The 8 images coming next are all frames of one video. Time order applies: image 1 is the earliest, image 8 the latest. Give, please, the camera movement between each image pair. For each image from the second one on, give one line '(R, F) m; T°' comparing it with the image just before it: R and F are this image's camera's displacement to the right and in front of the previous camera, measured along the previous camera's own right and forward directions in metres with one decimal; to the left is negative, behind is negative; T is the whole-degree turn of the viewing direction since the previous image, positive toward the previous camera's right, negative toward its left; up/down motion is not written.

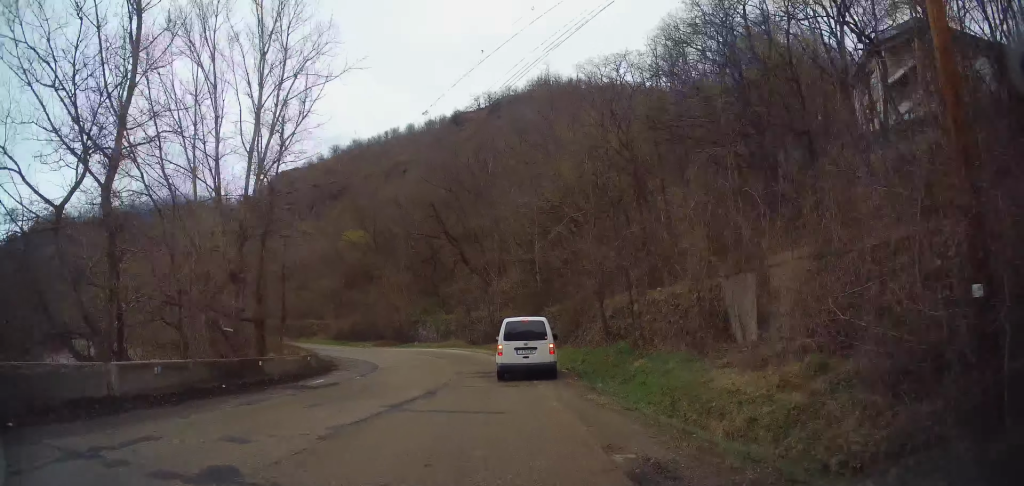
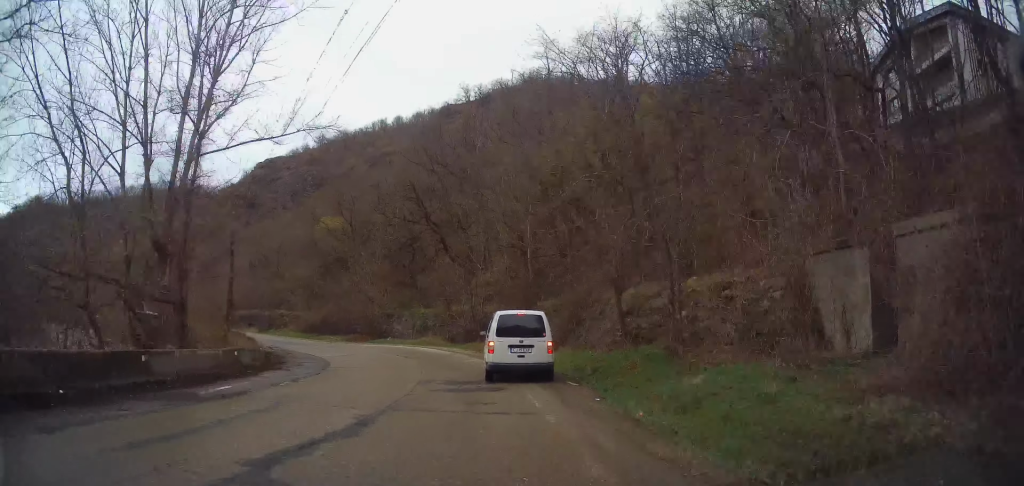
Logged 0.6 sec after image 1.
(0.0, +5.0) m; +3°
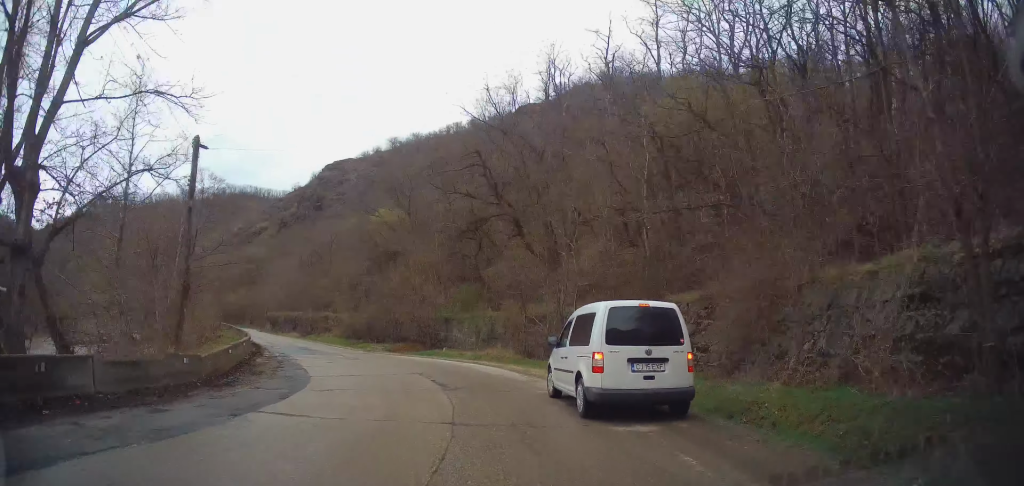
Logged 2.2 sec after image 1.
(+0.4, +12.1) m; -5°
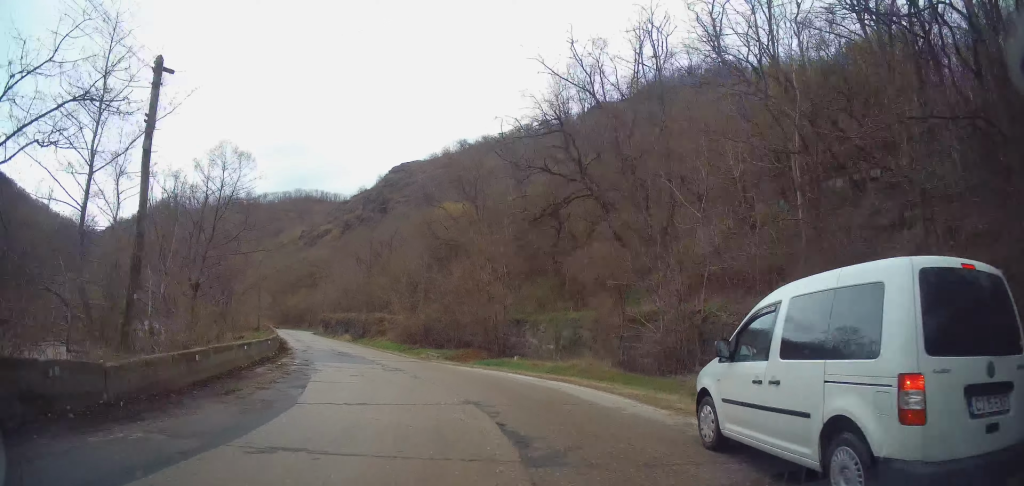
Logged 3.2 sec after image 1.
(-0.7, +7.1) m; -5°
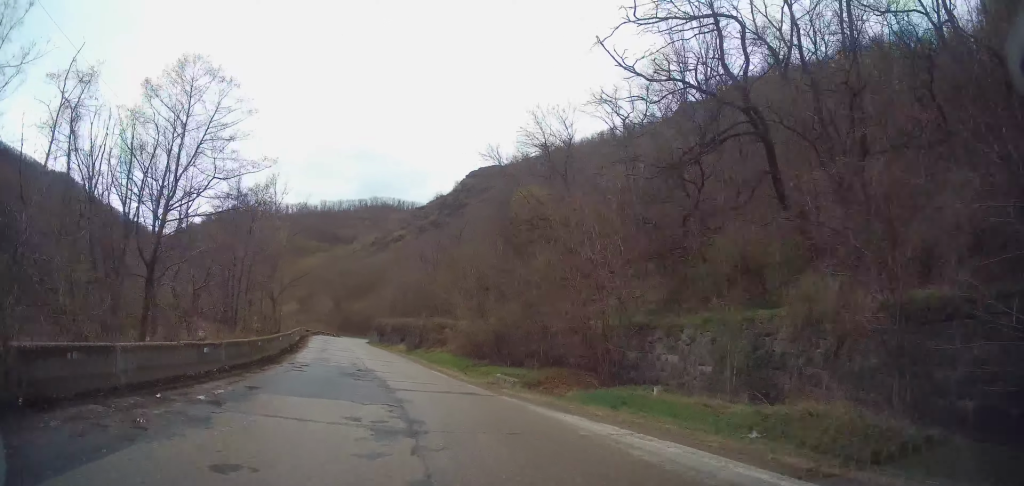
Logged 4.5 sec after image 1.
(+0.2, +11.5) m; -3°
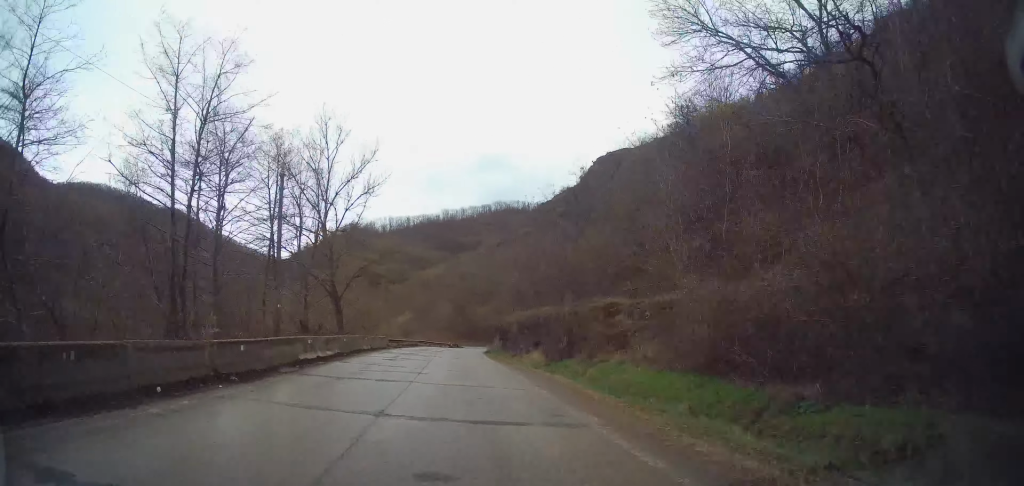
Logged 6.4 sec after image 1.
(-2.5, +19.6) m; -16°
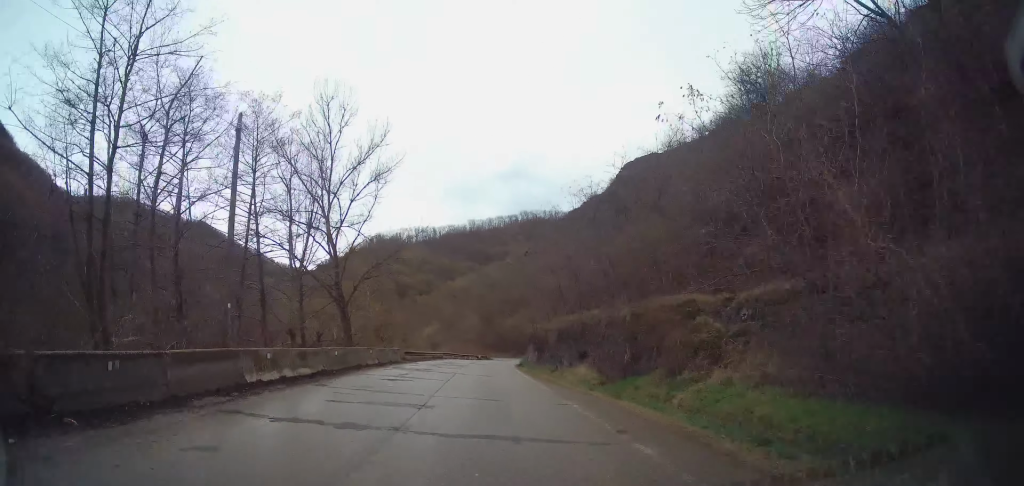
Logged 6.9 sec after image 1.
(-0.5, +5.6) m; -2°
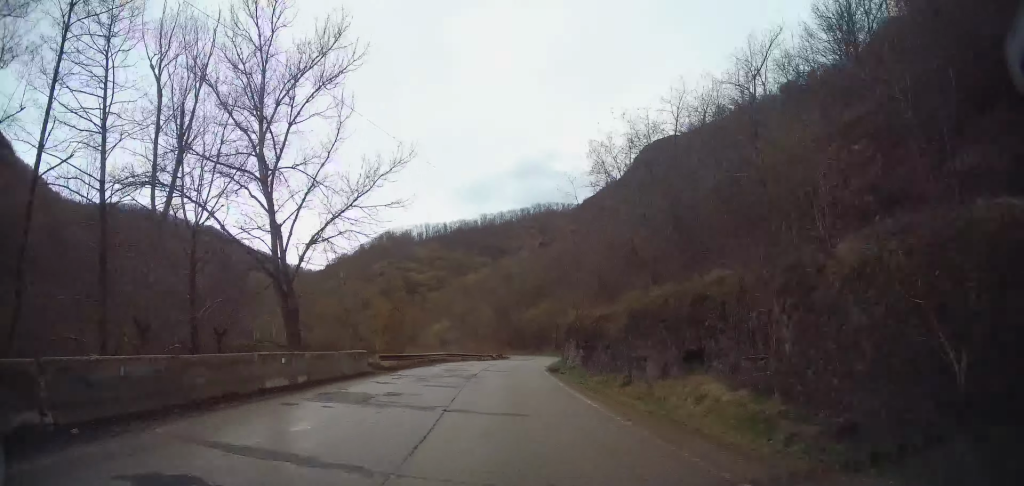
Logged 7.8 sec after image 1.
(-0.7, +11.8) m; -2°
